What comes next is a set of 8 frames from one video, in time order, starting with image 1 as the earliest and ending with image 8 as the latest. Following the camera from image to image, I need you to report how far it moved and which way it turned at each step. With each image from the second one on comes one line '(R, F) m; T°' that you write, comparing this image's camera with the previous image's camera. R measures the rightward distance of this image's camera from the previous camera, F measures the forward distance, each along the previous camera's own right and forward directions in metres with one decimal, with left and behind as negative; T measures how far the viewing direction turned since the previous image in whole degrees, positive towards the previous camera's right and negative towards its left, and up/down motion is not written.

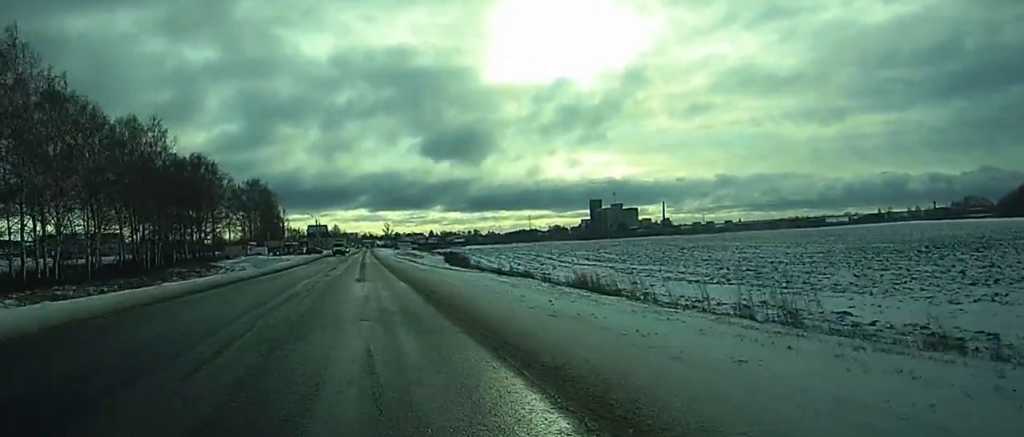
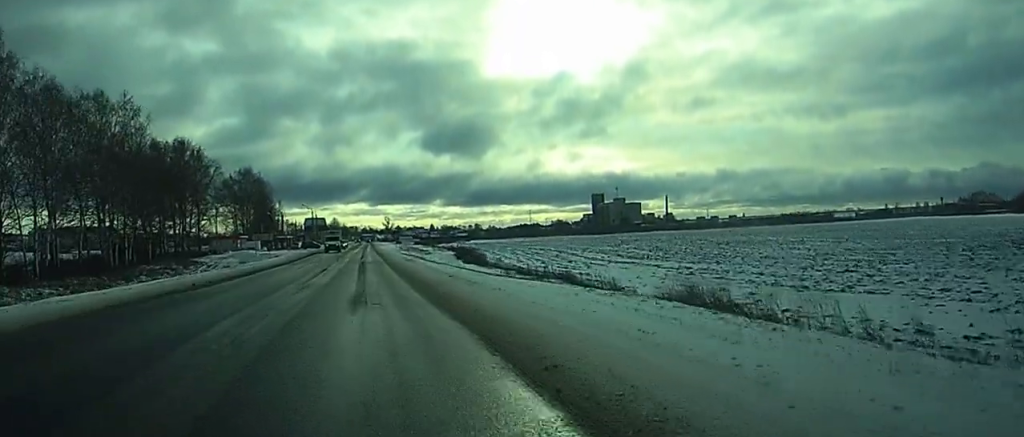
(0.0, +15.0) m; 0°
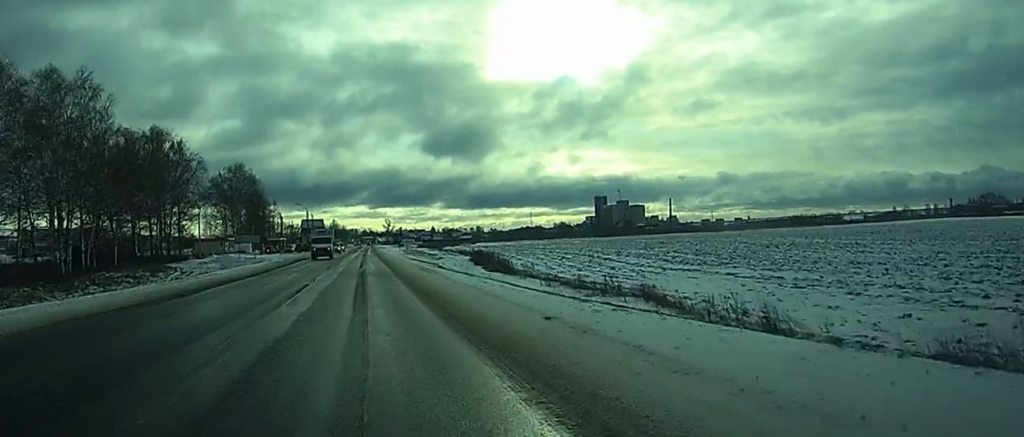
(0.0, +16.4) m; 0°
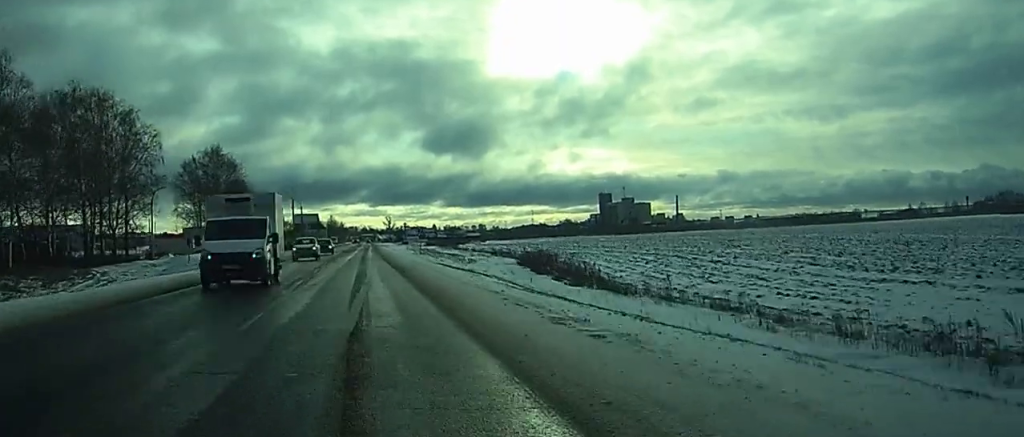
(-0.1, +30.7) m; 0°
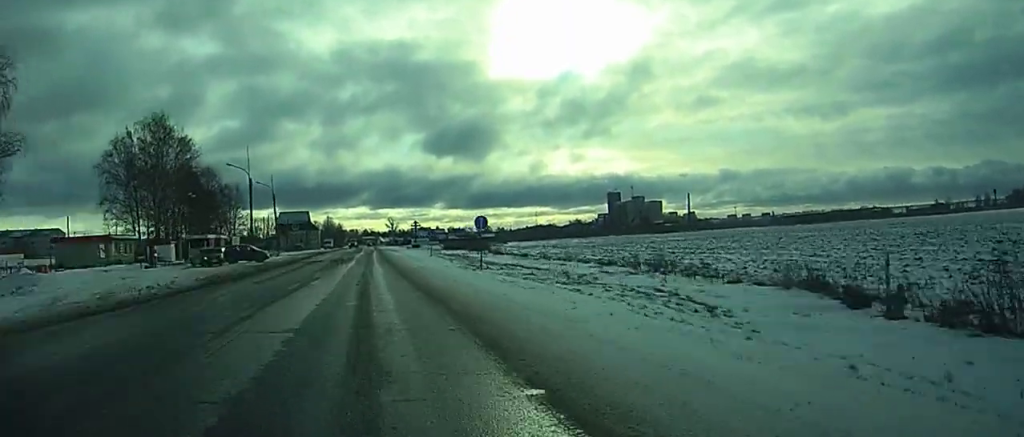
(-0.1, +47.0) m; 0°
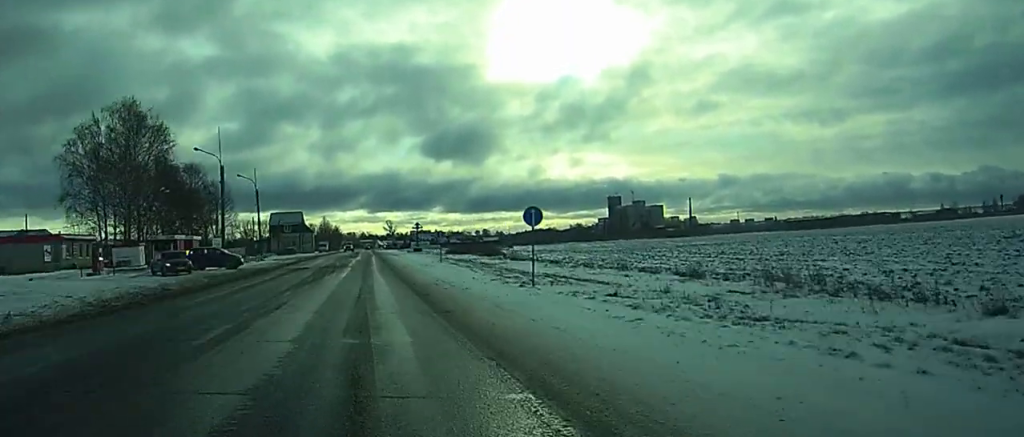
(0.0, +14.5) m; 0°
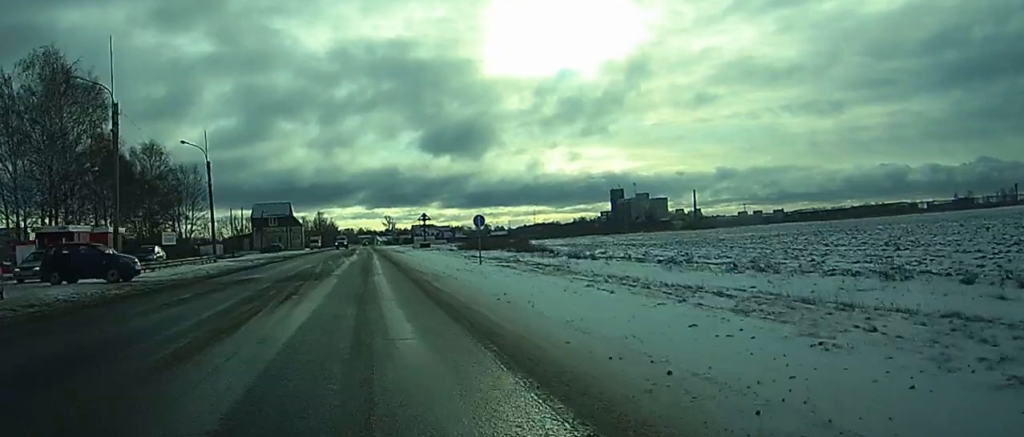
(+0.1, +27.0) m; 0°
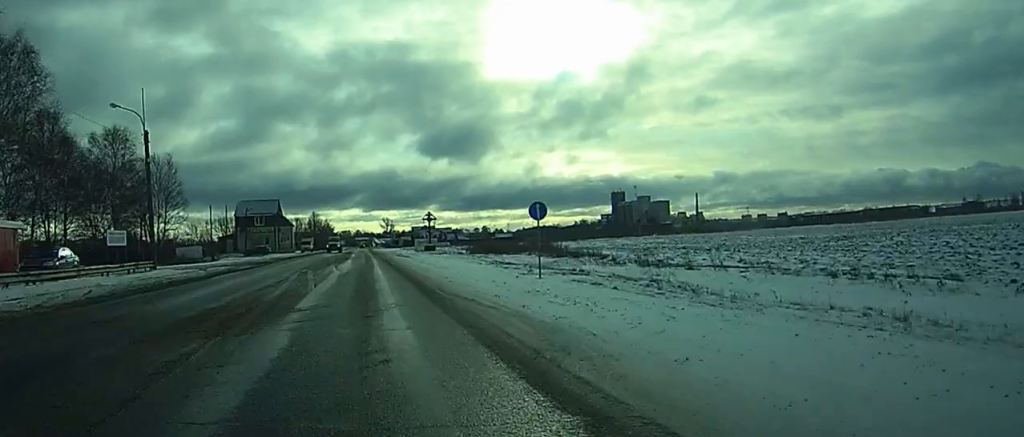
(0.0, +17.7) m; 0°
